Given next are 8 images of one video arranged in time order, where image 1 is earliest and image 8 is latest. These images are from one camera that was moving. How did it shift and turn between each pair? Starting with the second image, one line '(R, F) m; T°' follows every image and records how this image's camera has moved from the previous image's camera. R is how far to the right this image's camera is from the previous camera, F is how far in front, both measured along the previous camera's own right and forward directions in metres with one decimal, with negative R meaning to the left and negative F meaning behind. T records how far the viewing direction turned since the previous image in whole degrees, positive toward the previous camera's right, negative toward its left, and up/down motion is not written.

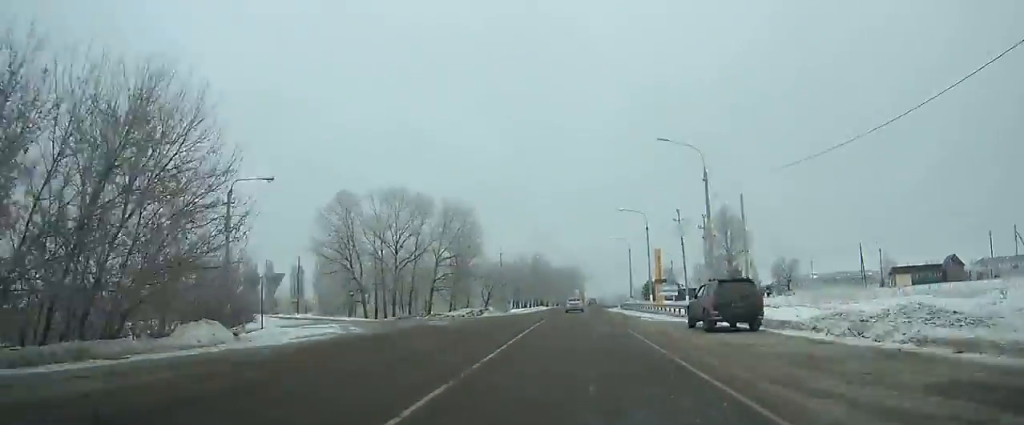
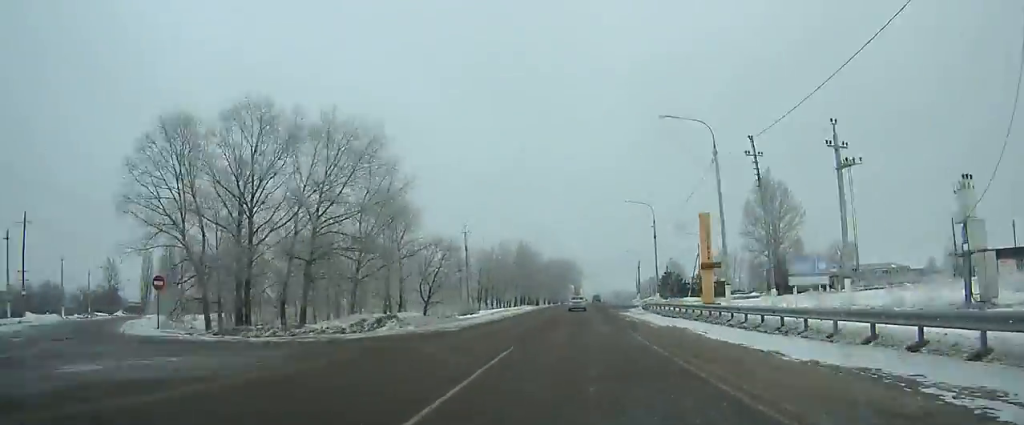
(+0.3, +31.8) m; +1°
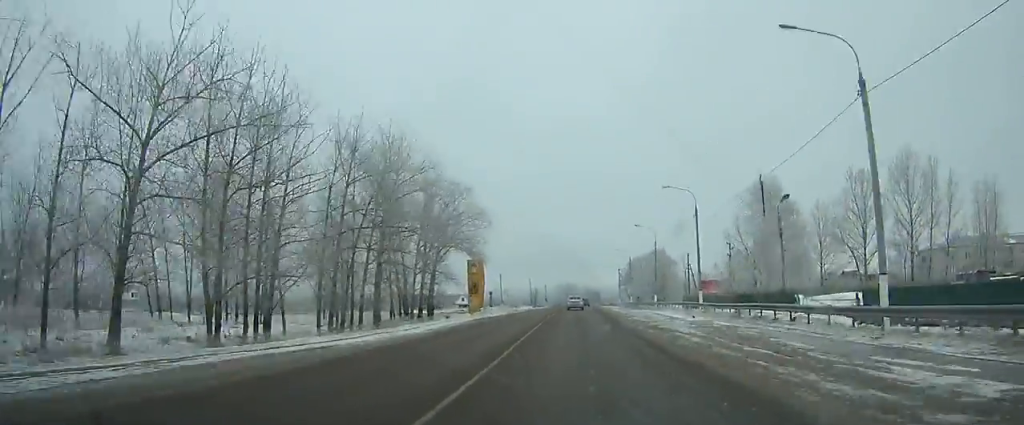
(+7.2, +165.8) m; +5°
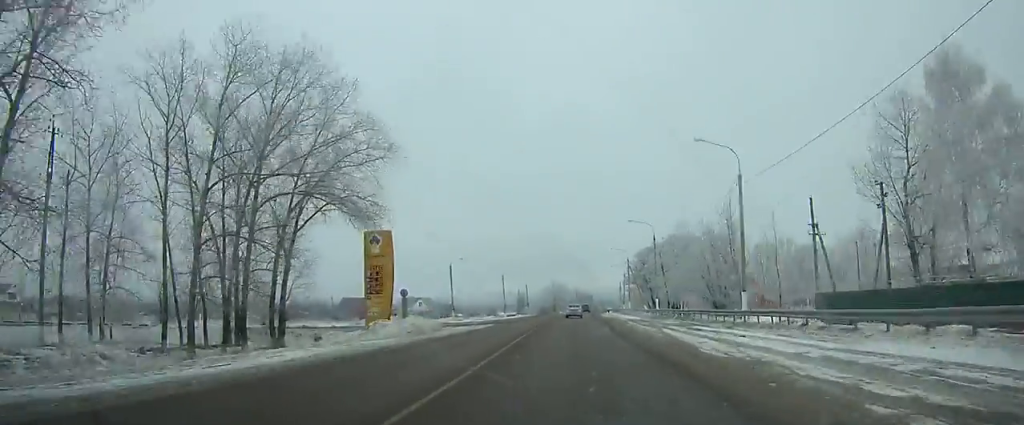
(+0.4, +42.8) m; +1°
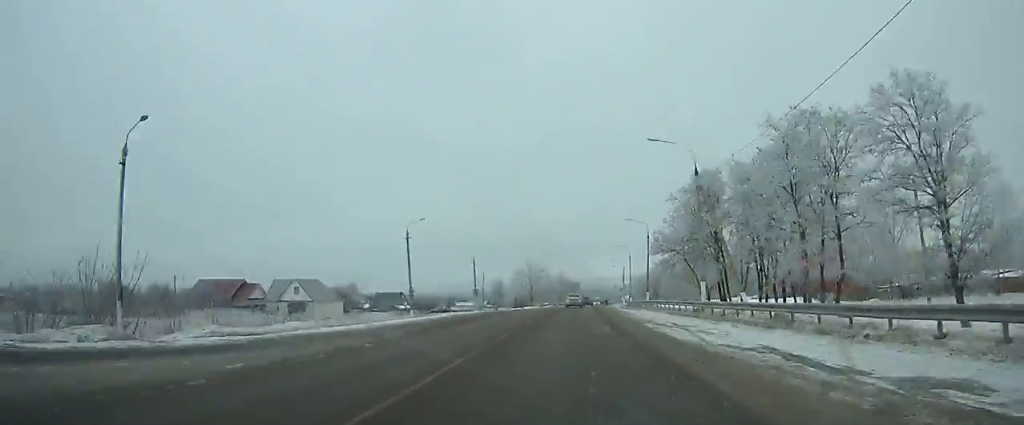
(+0.8, +57.9) m; +2°
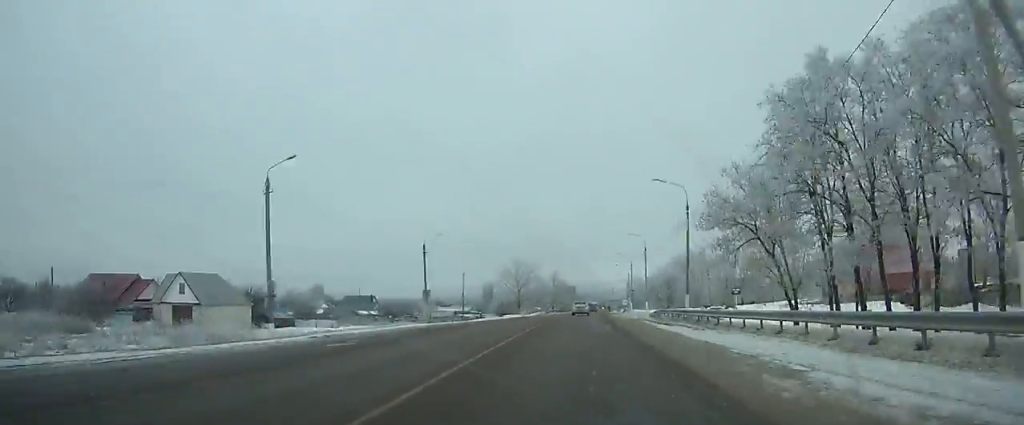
(+0.2, +24.7) m; +1°
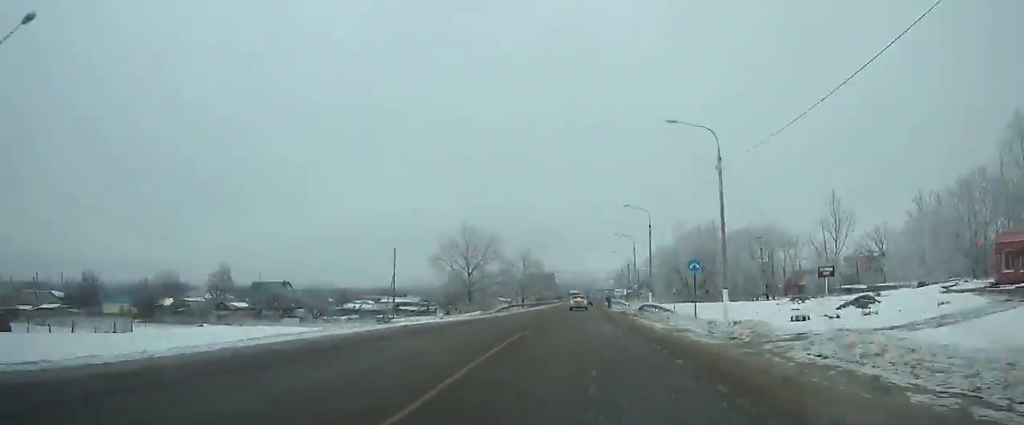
(+0.5, +40.7) m; +1°
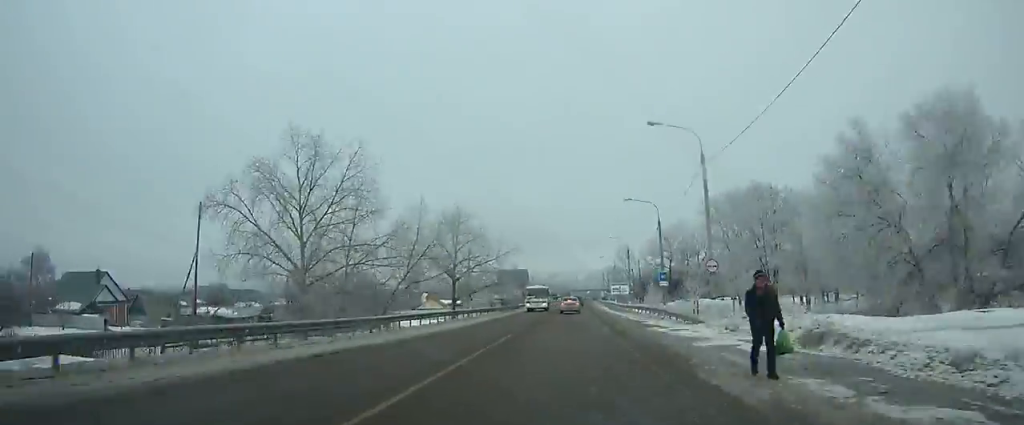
(+0.5, +49.1) m; +1°
